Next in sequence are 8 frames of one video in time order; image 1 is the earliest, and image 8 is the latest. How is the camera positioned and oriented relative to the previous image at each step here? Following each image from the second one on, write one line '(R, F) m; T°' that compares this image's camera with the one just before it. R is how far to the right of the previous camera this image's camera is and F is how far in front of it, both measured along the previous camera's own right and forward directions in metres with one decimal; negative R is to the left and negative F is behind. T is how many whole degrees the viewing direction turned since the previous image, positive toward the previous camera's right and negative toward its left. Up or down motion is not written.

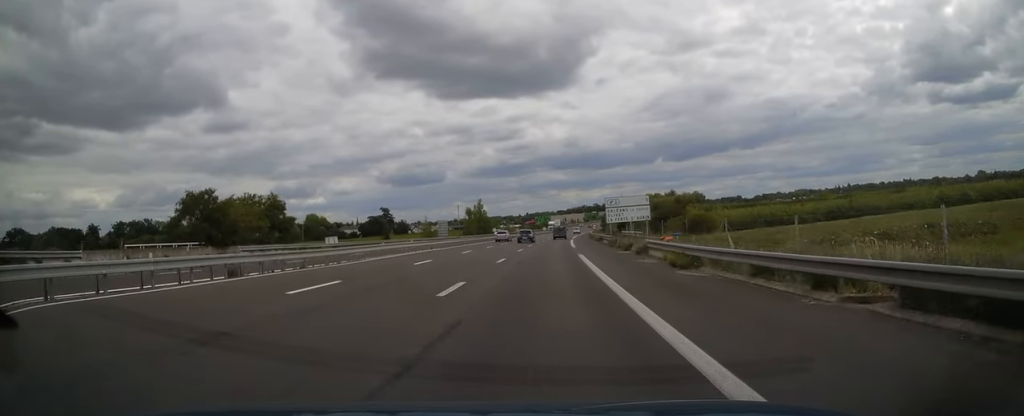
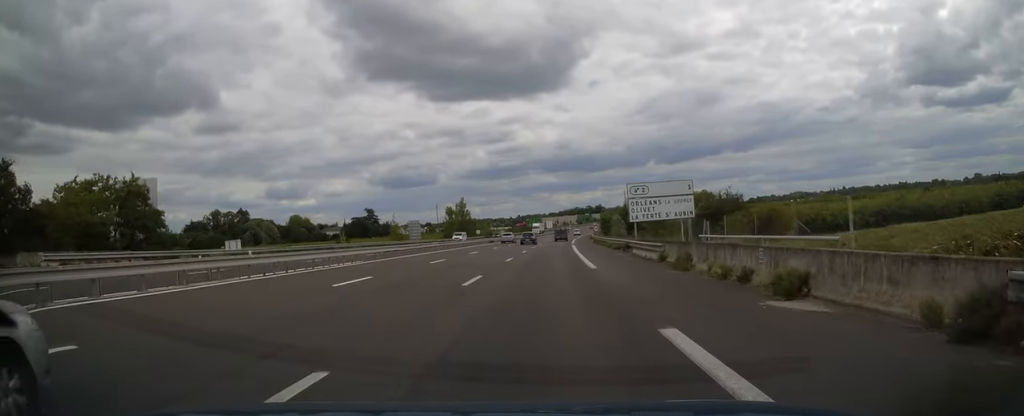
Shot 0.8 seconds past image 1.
(+0.3, +23.4) m; +1°
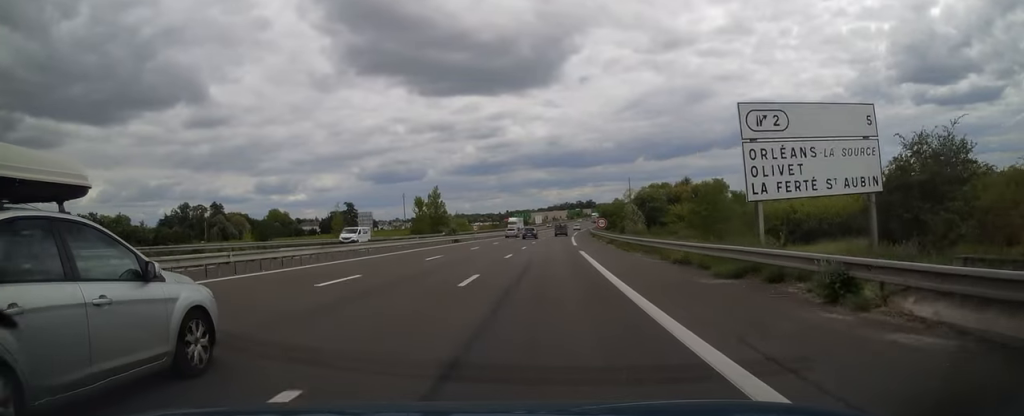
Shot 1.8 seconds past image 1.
(0.0, +27.1) m; +1°
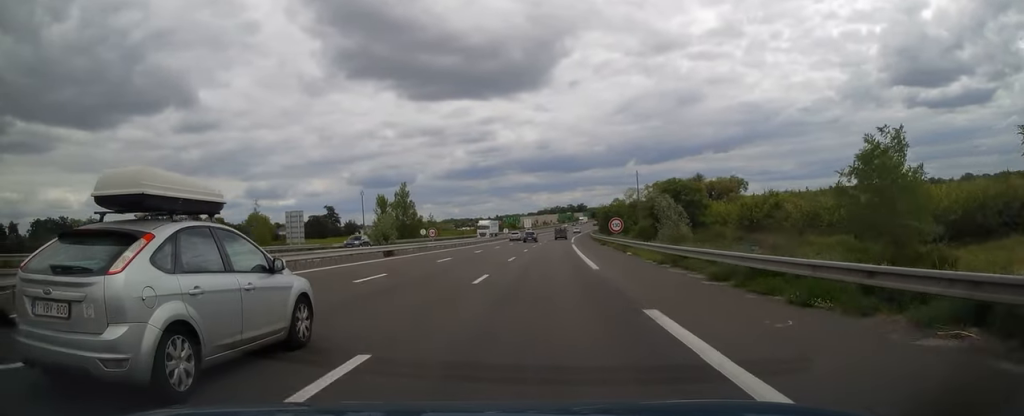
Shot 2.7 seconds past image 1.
(+0.2, +24.3) m; +1°
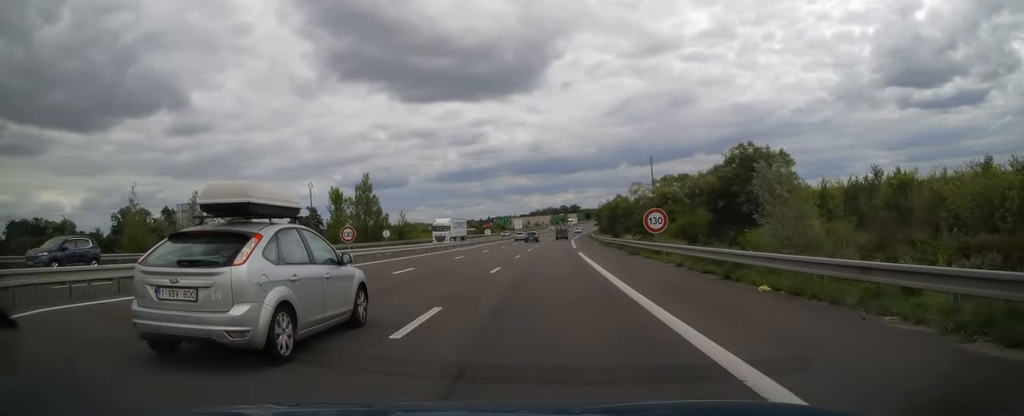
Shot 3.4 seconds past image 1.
(+0.2, +21.7) m; +1°
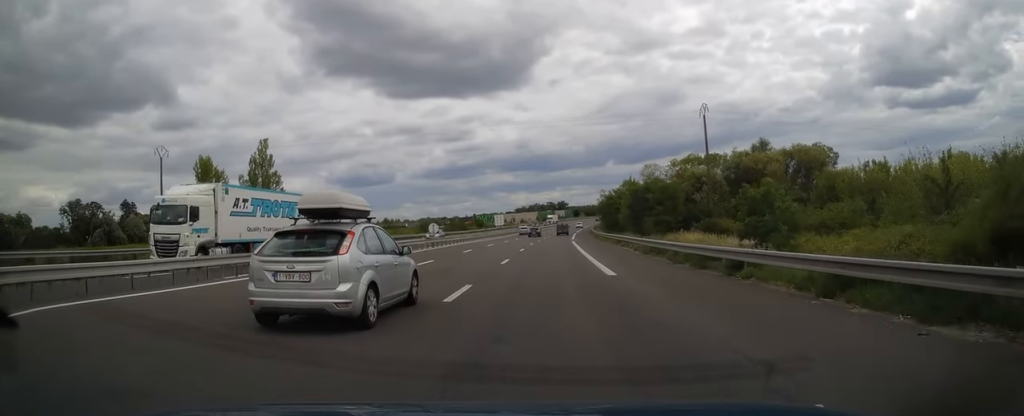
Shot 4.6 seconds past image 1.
(+0.4, +34.8) m; +1°
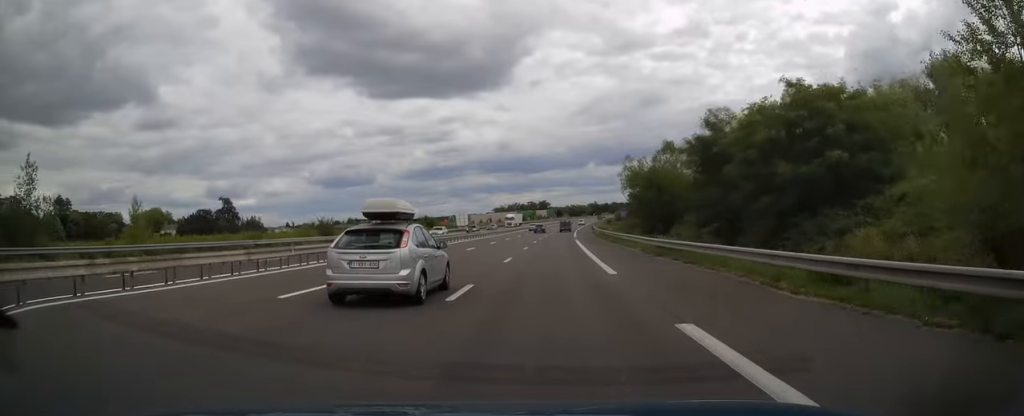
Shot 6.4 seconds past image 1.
(+0.9, +51.7) m; +2°
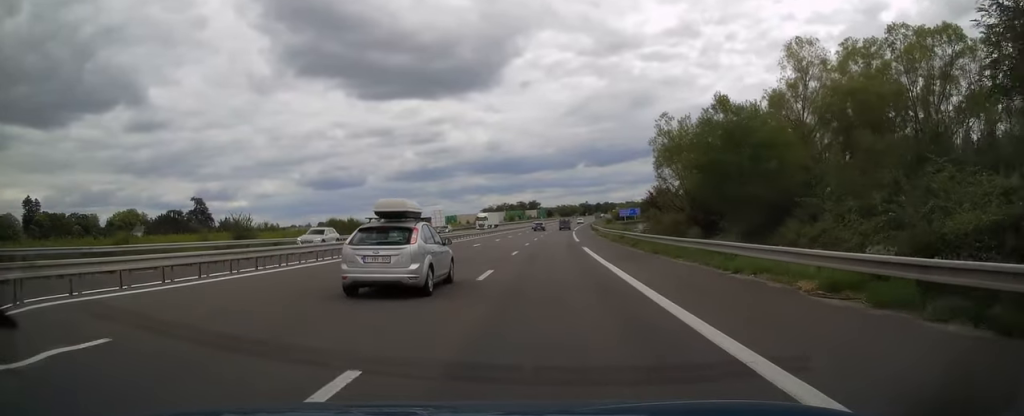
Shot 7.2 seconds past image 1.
(+0.1, +21.8) m; +1°
